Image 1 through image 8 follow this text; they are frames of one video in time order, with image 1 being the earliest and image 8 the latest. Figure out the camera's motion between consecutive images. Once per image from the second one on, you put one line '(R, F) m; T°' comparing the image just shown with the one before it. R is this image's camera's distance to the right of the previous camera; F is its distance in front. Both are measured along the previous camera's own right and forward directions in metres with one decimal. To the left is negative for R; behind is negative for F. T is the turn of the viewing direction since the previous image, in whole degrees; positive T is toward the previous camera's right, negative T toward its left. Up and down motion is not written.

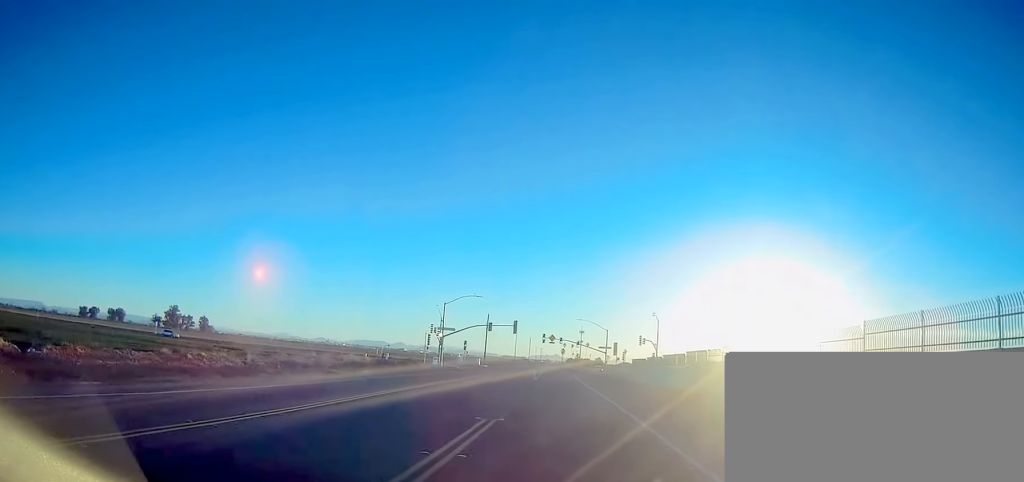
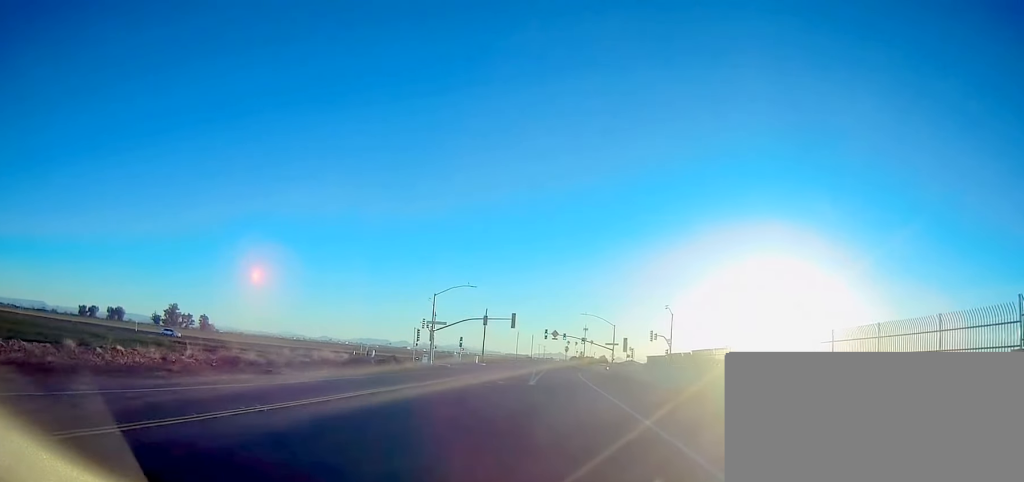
(0.0, +9.6) m; 0°
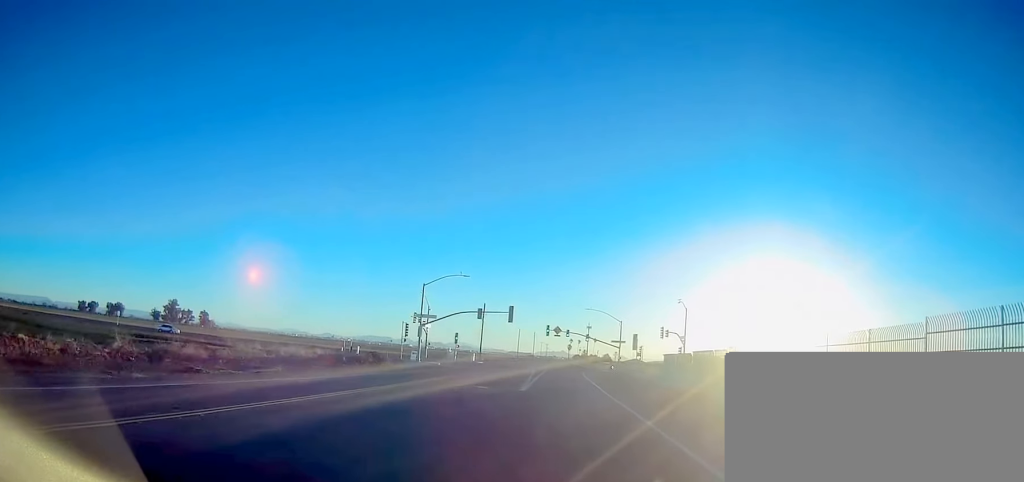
(0.0, +8.2) m; -1°
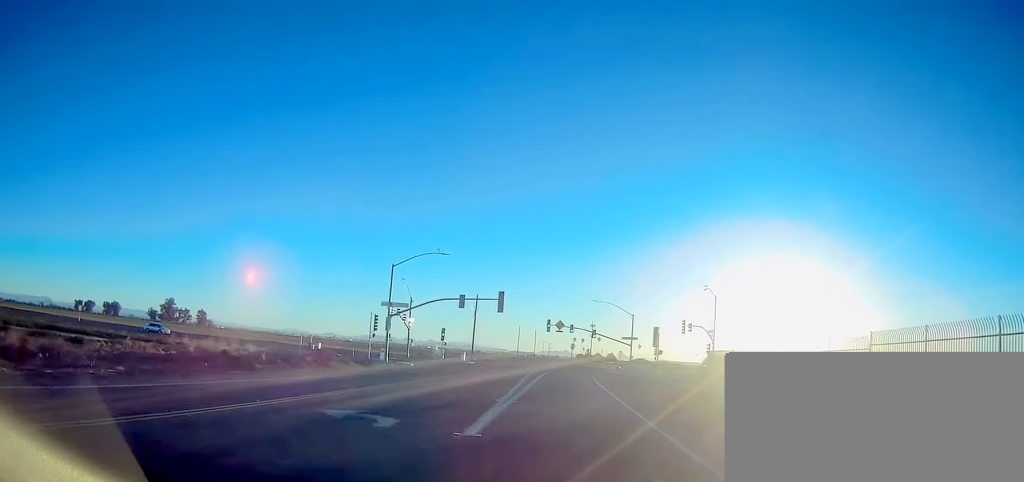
(-0.1, +14.4) m; -1°
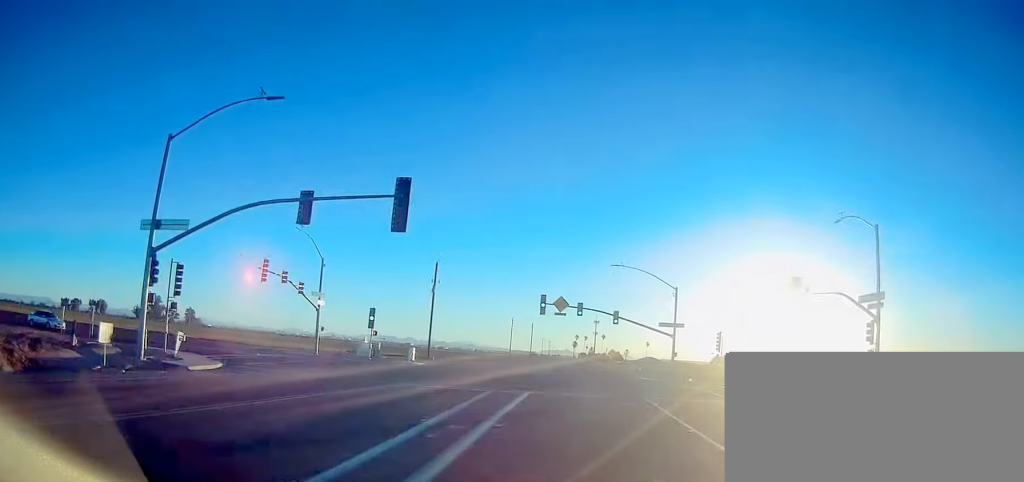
(-0.6, +36.3) m; +1°
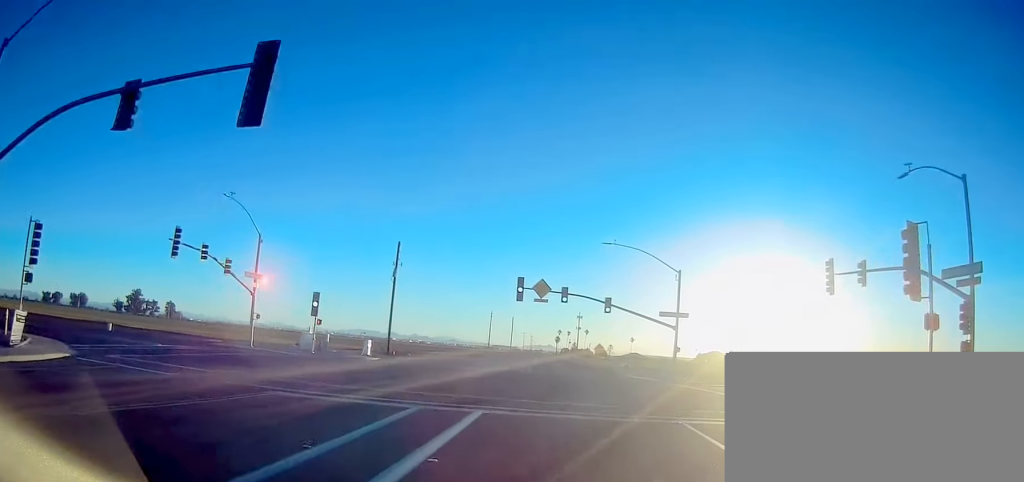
(+0.5, +9.6) m; +6°
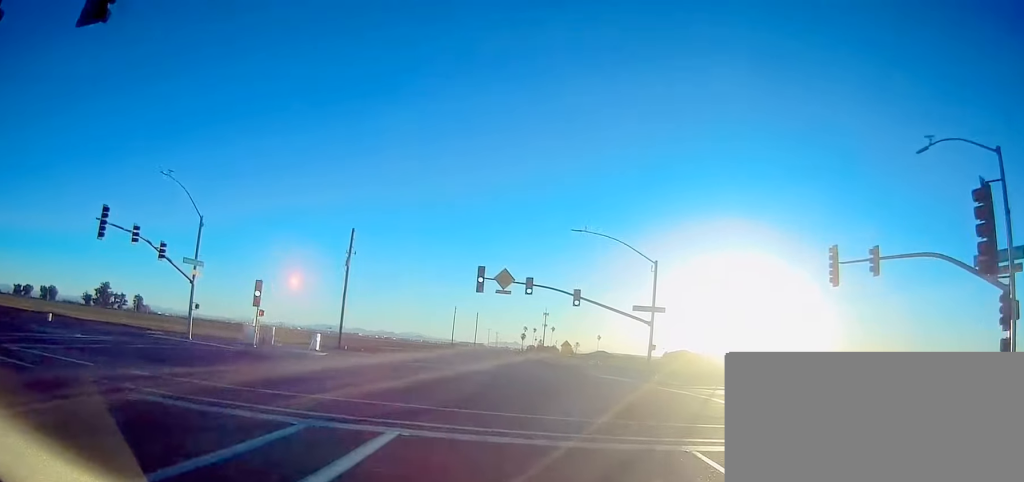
(+0.1, +4.5) m; +4°
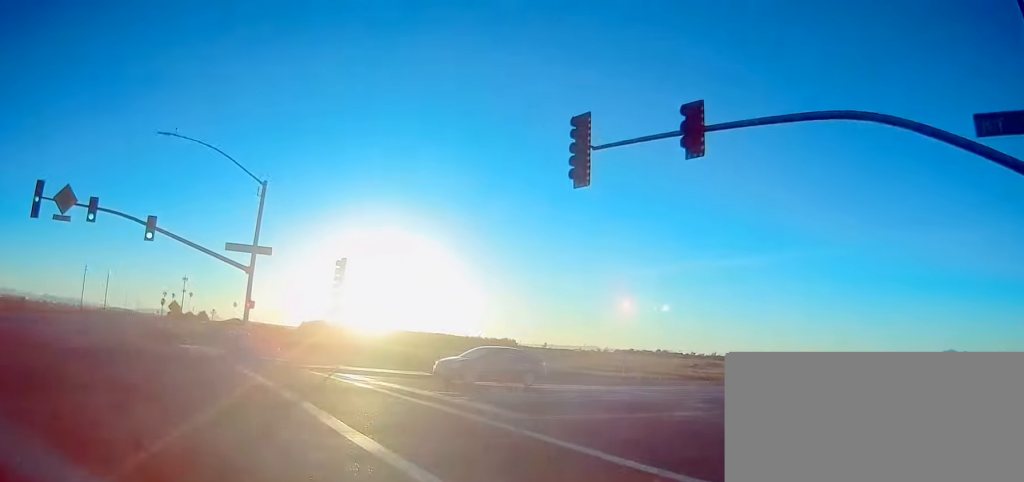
(+2.9, +15.2) m; +32°
